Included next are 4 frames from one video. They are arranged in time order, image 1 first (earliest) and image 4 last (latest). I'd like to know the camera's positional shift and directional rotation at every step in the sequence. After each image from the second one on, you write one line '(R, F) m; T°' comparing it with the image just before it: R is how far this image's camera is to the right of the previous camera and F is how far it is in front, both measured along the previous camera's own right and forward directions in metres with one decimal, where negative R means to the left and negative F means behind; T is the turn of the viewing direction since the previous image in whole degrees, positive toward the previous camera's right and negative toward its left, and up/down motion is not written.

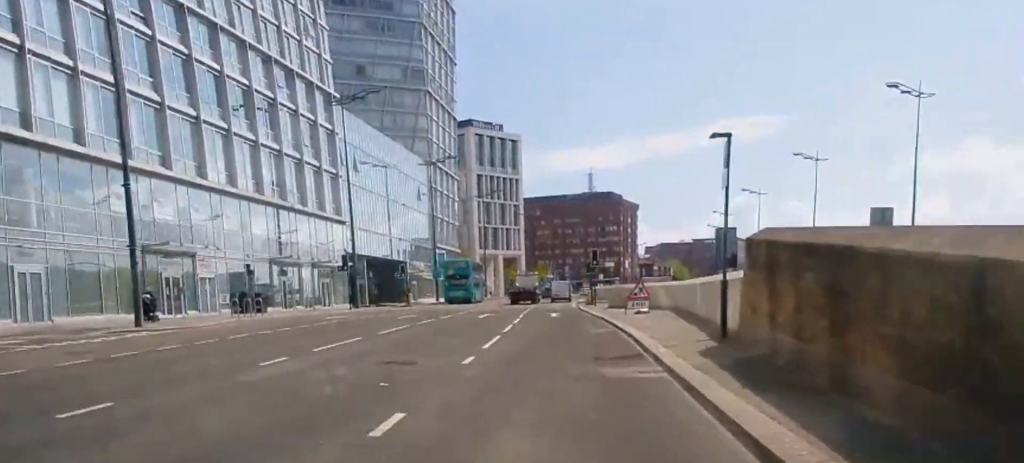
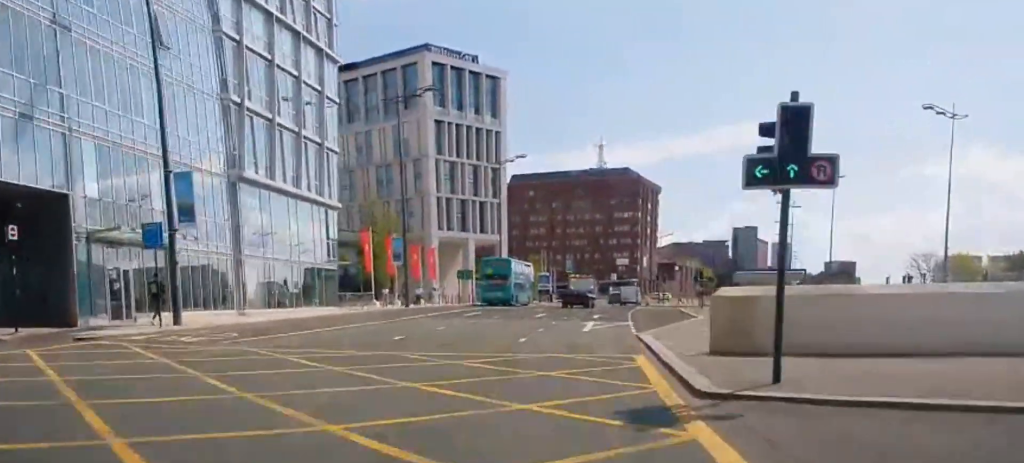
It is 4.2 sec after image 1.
(-0.4, +58.8) m; +1°
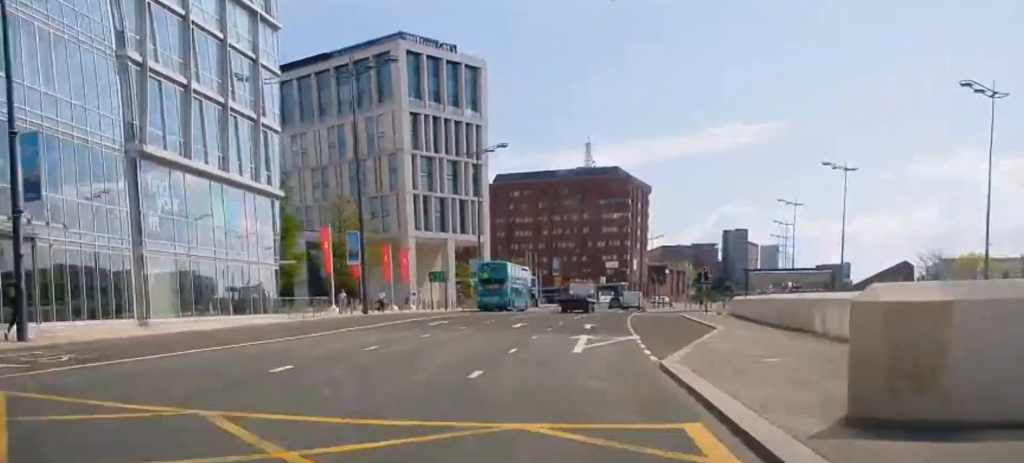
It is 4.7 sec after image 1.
(+0.2, +7.9) m; +1°
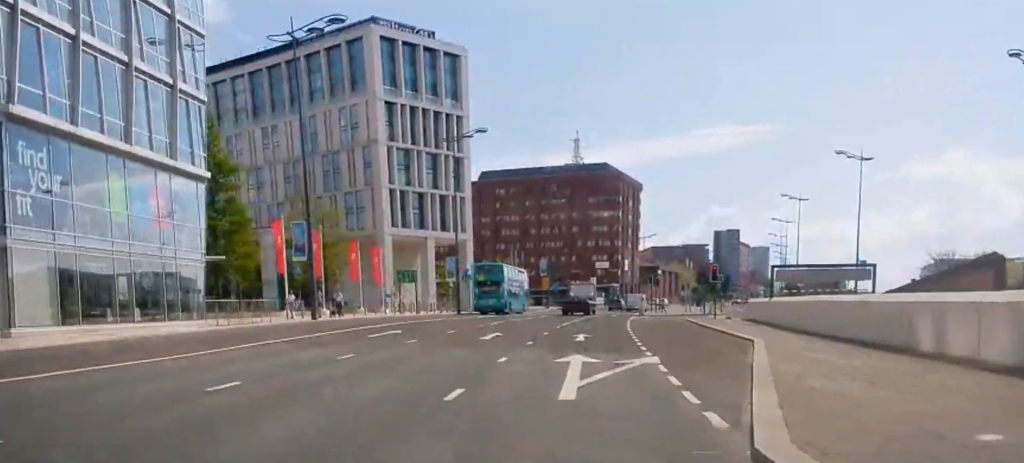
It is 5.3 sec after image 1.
(+0.1, +7.9) m; 0°
